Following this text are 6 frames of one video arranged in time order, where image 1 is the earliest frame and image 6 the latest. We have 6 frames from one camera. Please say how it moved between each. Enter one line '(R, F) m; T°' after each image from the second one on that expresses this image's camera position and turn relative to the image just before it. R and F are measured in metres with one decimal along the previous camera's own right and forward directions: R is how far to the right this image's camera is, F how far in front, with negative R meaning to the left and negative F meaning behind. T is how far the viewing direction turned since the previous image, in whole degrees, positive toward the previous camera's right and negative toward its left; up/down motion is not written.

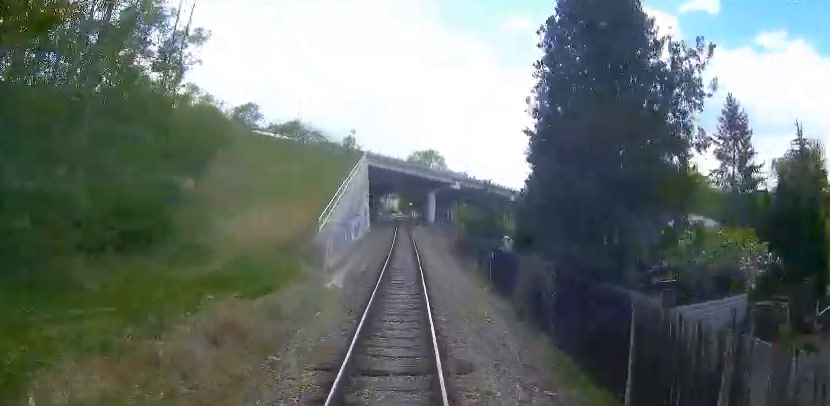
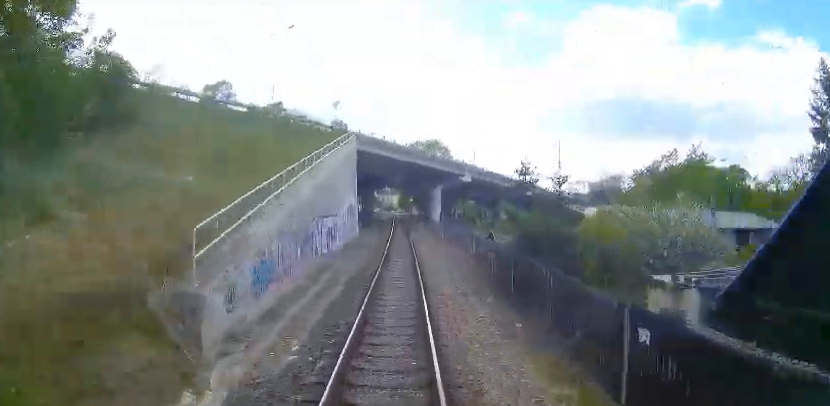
(0.0, +12.3) m; 0°
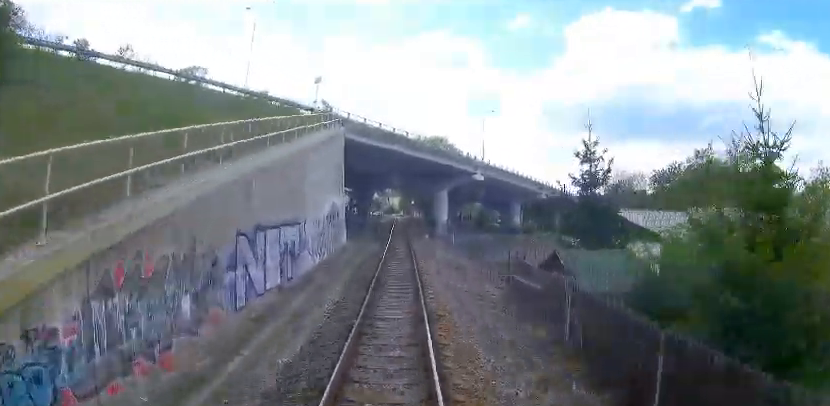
(0.0, +9.1) m; -2°
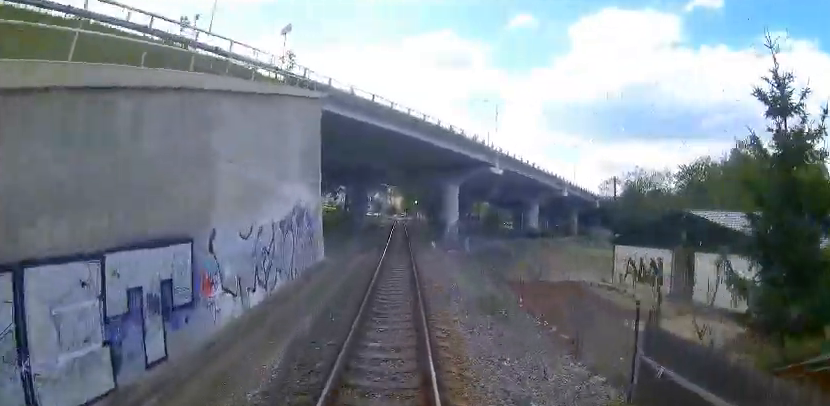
(-0.2, +9.6) m; -1°
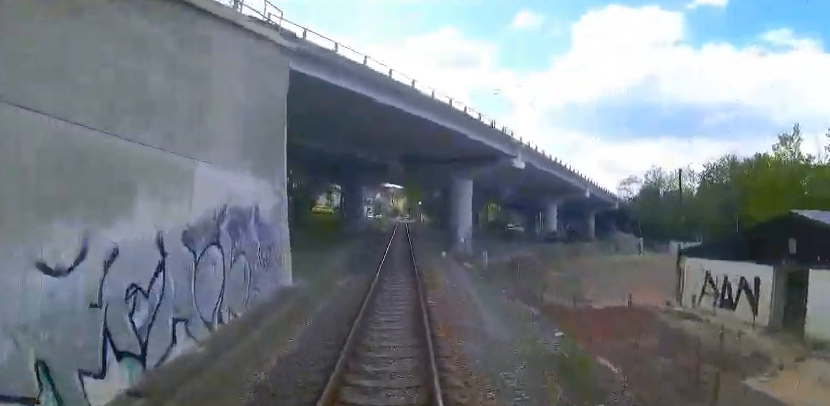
(-0.3, +7.4) m; 0°
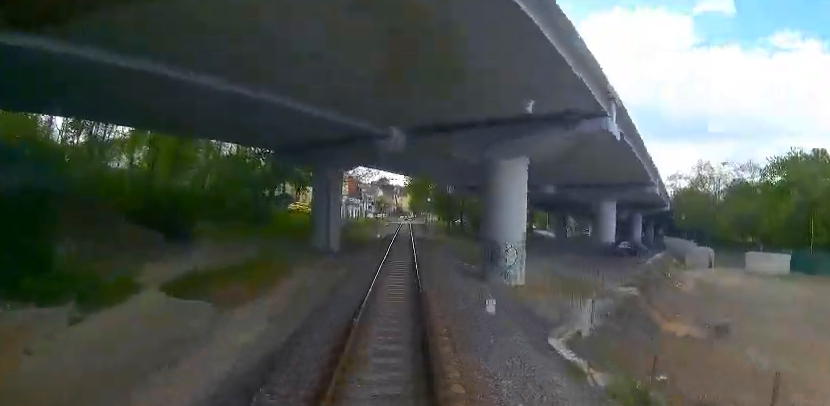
(+0.7, +16.4) m; +2°
